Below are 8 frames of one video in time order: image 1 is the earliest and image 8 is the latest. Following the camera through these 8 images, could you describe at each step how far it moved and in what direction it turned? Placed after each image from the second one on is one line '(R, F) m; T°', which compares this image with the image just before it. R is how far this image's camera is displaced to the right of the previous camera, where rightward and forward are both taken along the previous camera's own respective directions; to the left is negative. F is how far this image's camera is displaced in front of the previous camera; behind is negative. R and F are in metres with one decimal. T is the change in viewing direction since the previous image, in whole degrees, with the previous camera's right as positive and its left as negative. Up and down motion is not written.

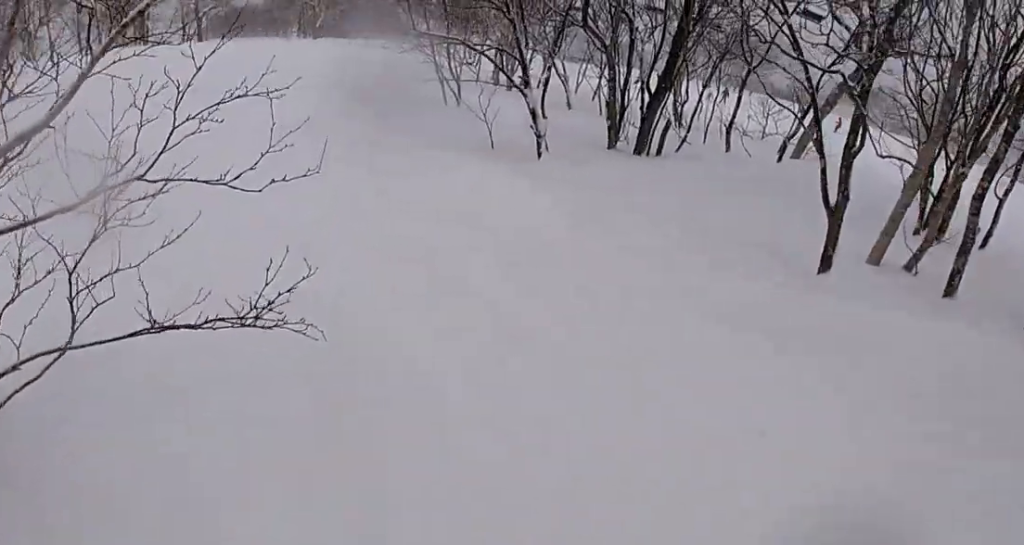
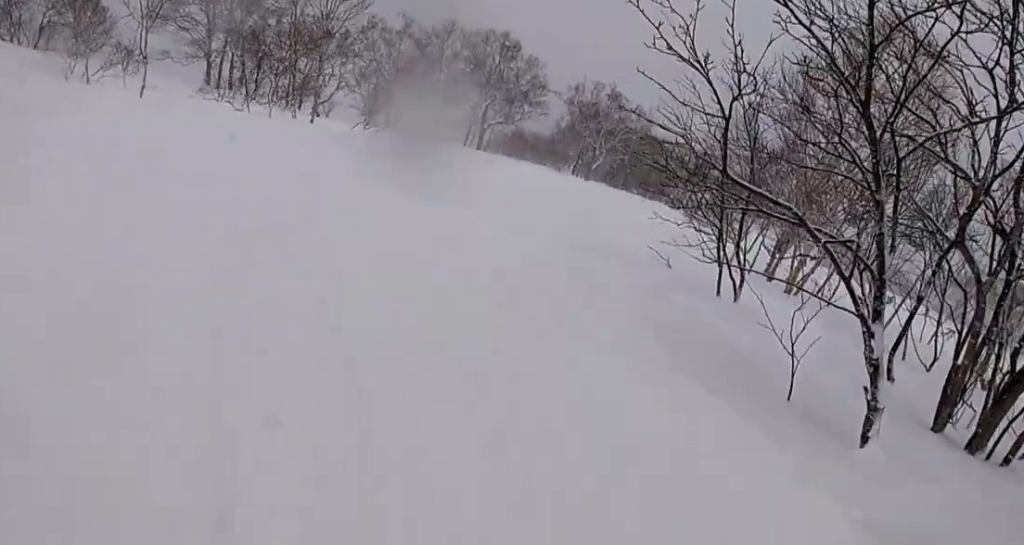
(-0.6, +3.0) m; -15°
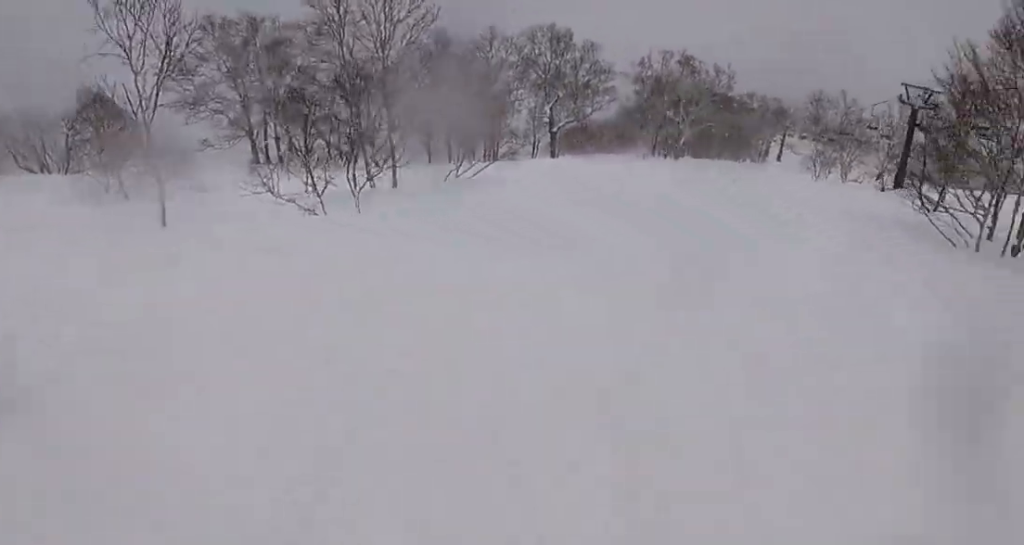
(-1.1, +5.3) m; -2°
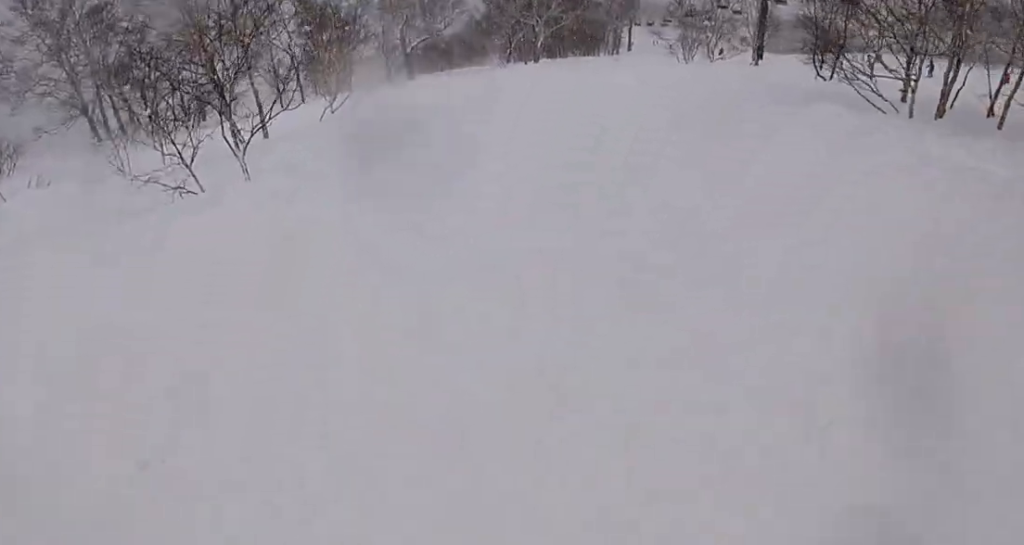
(-0.6, +1.9) m; +6°
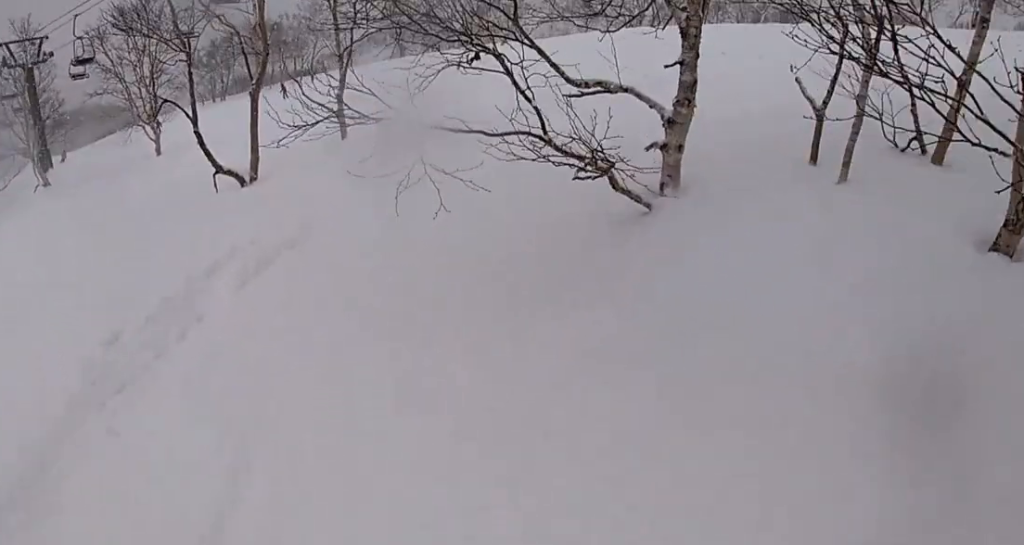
(+10.9, +11.0) m; +64°
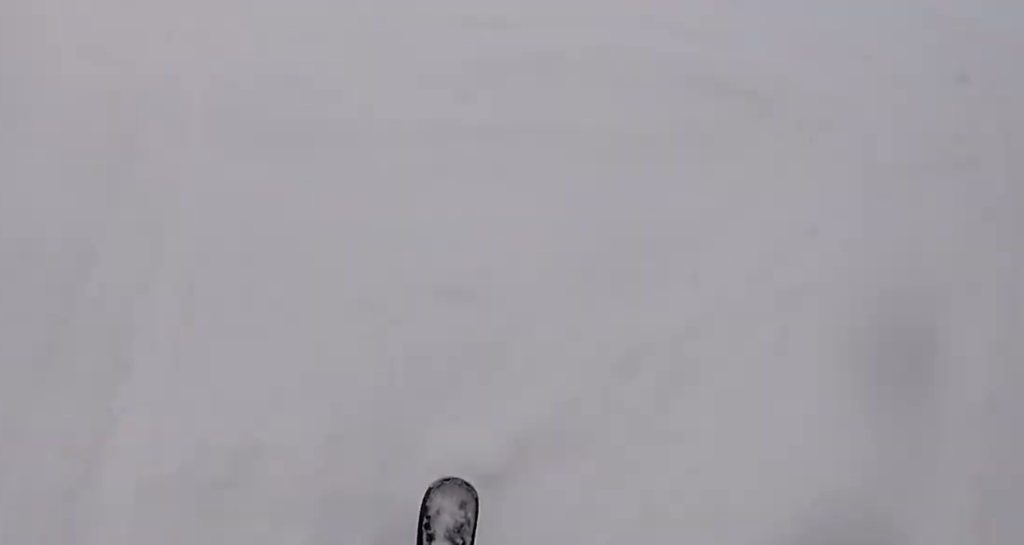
(+1.3, +5.8) m; +19°
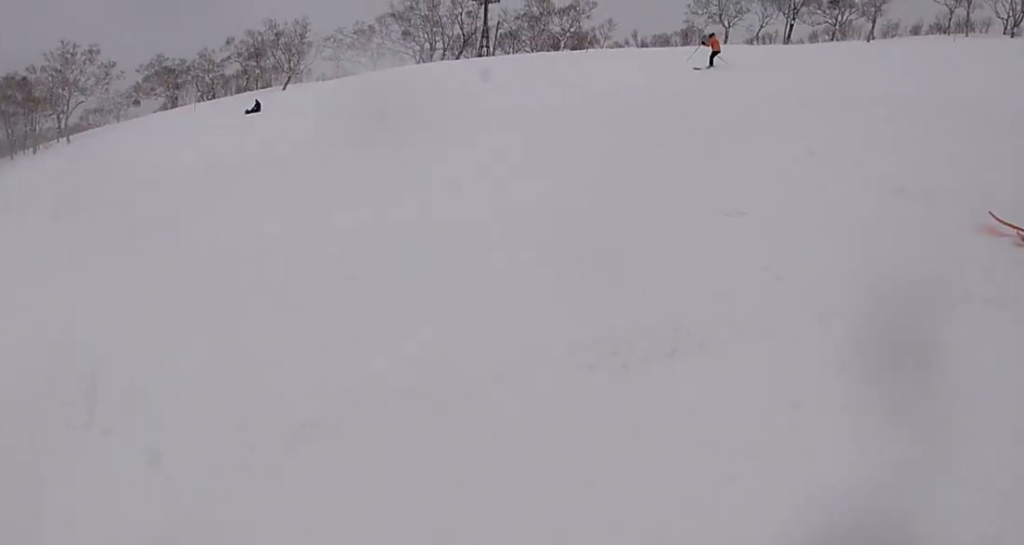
(+0.1, +3.4) m; -16°
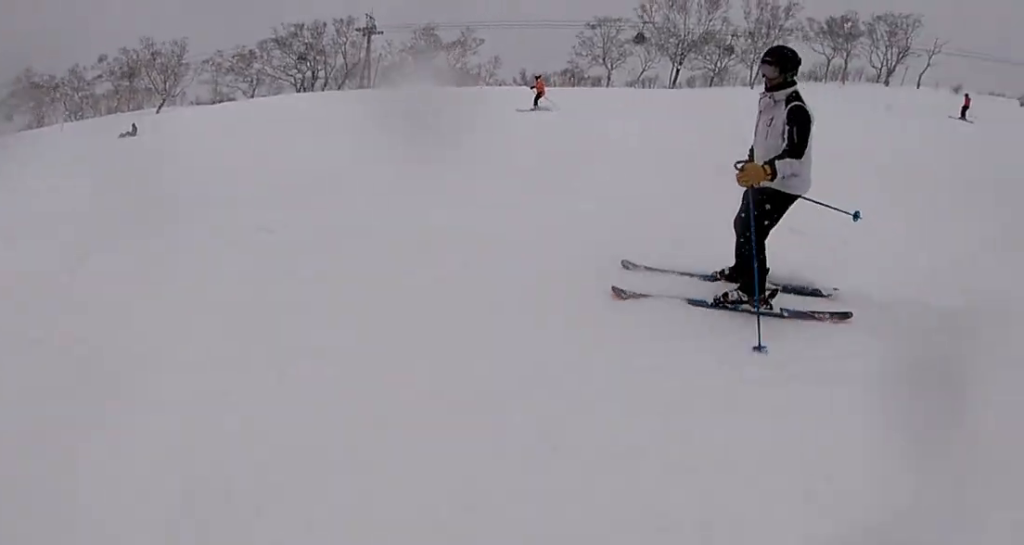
(-1.0, +2.7) m; -10°
